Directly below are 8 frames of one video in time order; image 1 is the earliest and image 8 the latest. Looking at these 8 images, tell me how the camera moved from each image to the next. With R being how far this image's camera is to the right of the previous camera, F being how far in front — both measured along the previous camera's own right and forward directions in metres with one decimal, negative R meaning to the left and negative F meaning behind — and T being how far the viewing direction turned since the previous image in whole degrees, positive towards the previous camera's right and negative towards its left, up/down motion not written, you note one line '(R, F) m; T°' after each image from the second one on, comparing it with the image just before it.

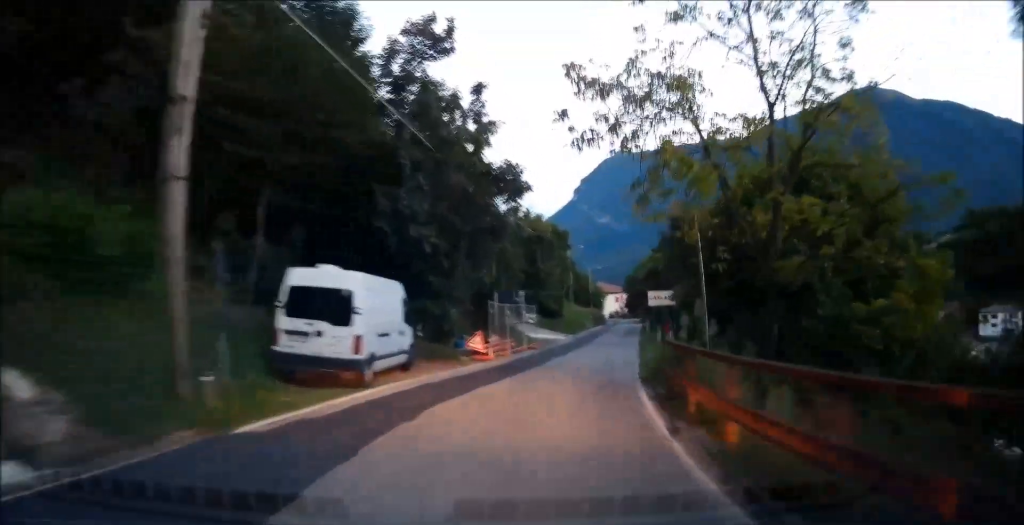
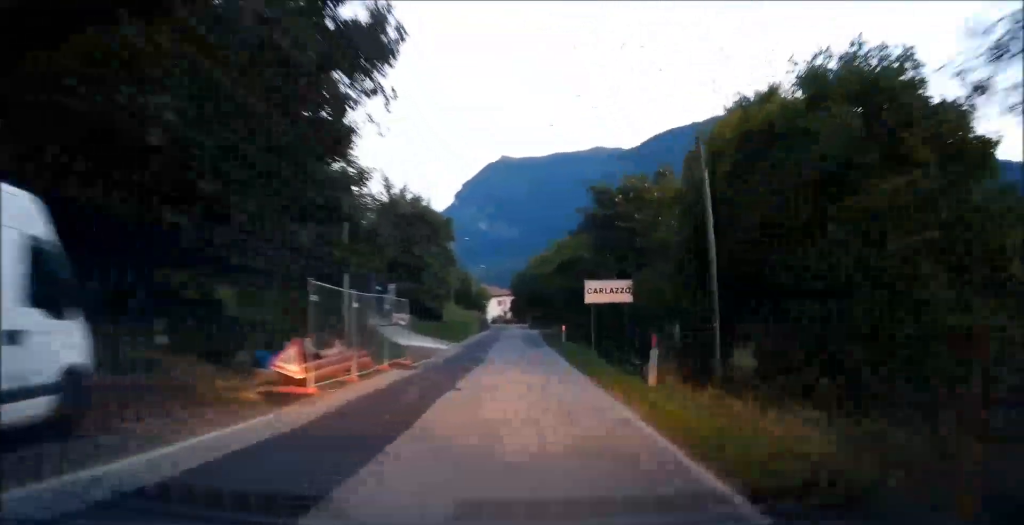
(+0.6, +11.9) m; +6°
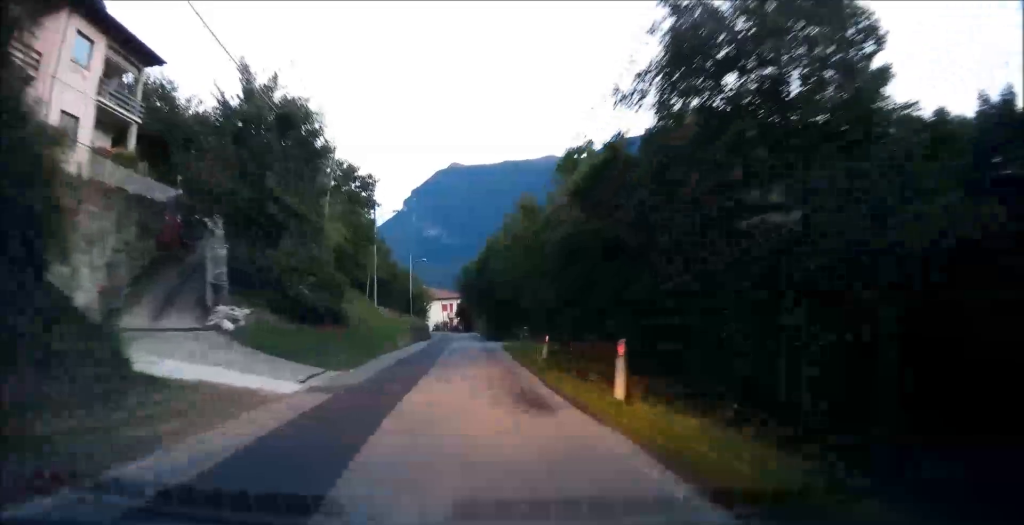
(+1.8, +20.8) m; +8°
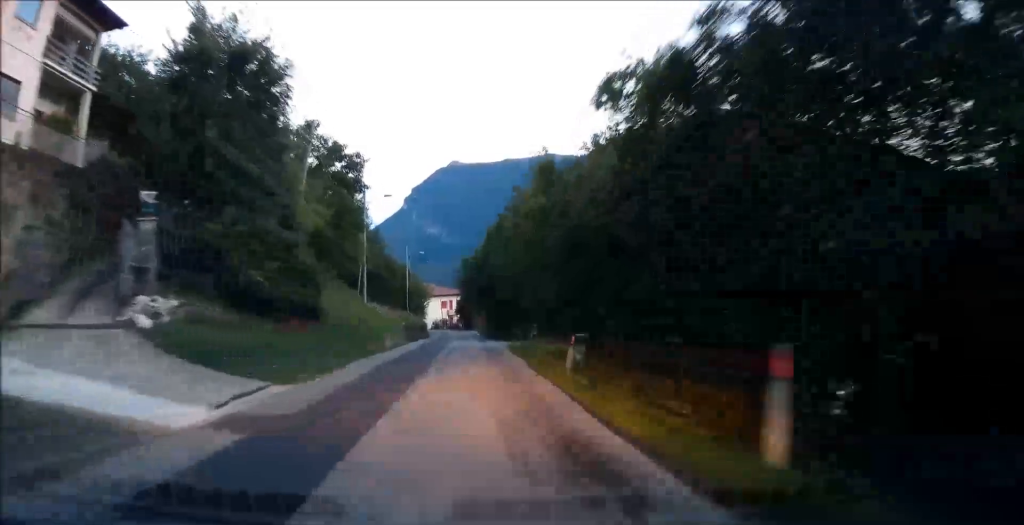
(+0.1, +5.0) m; +1°
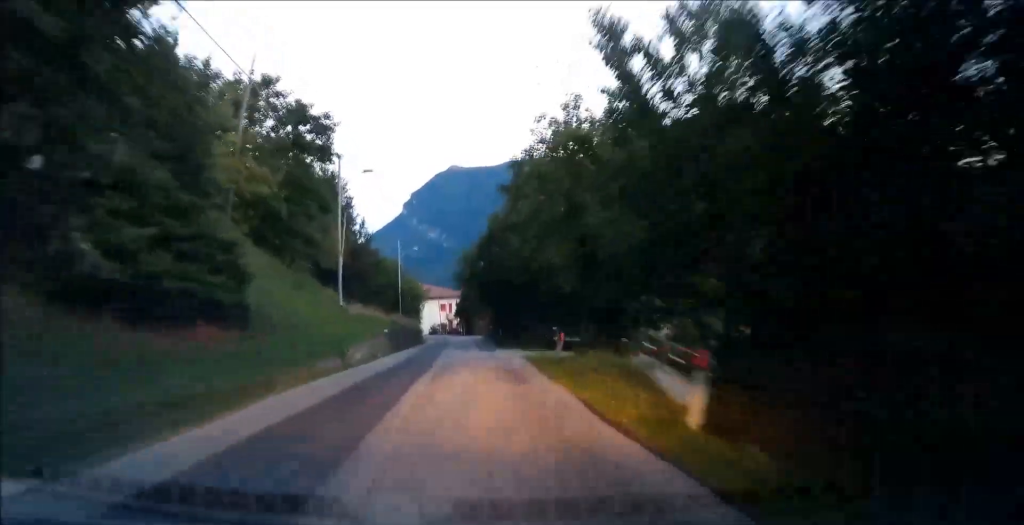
(0.0, +8.3) m; 0°
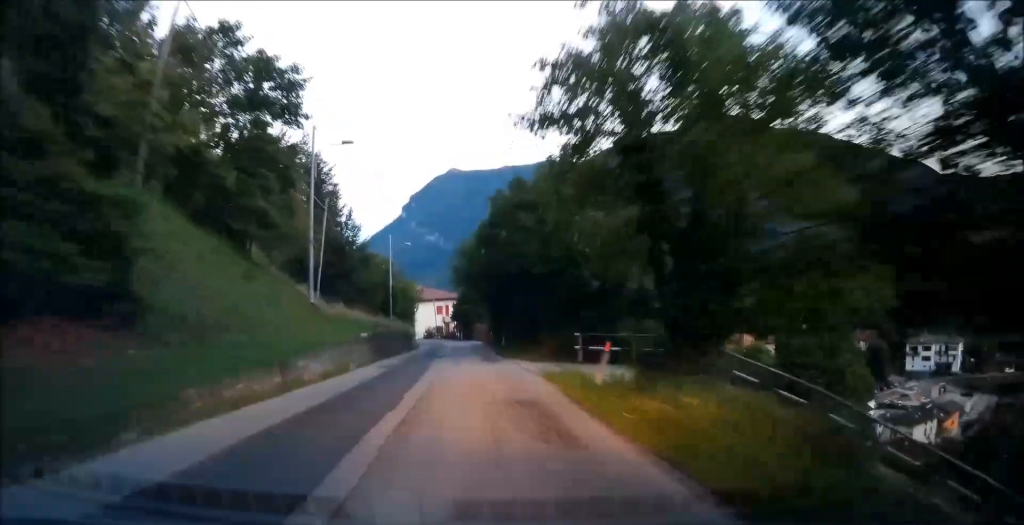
(0.0, +6.1) m; 0°
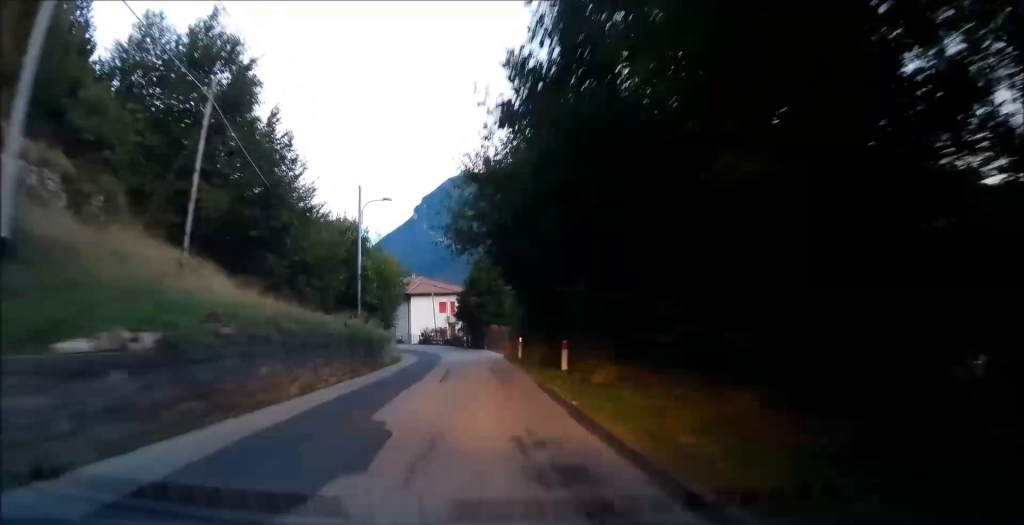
(0.0, +21.2) m; 0°
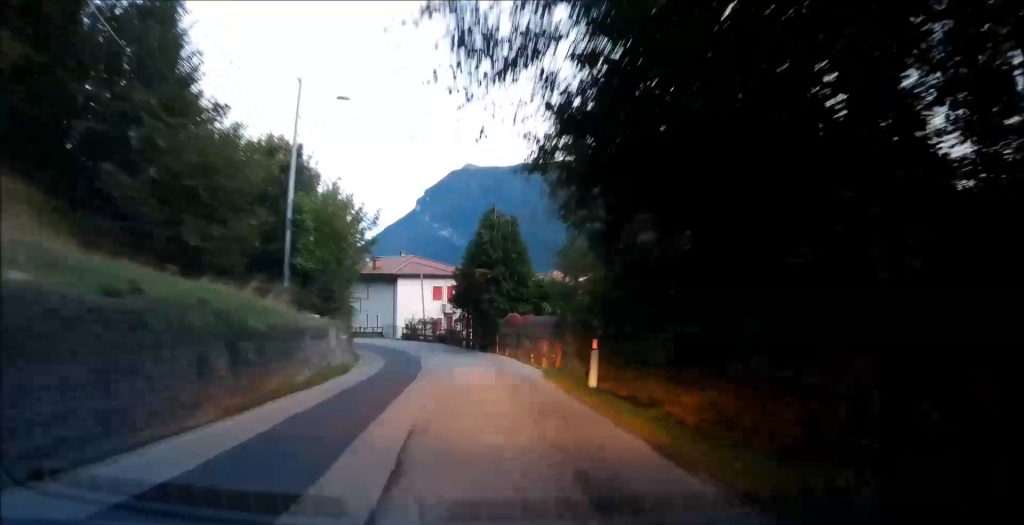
(0.0, +15.8) m; -1°
